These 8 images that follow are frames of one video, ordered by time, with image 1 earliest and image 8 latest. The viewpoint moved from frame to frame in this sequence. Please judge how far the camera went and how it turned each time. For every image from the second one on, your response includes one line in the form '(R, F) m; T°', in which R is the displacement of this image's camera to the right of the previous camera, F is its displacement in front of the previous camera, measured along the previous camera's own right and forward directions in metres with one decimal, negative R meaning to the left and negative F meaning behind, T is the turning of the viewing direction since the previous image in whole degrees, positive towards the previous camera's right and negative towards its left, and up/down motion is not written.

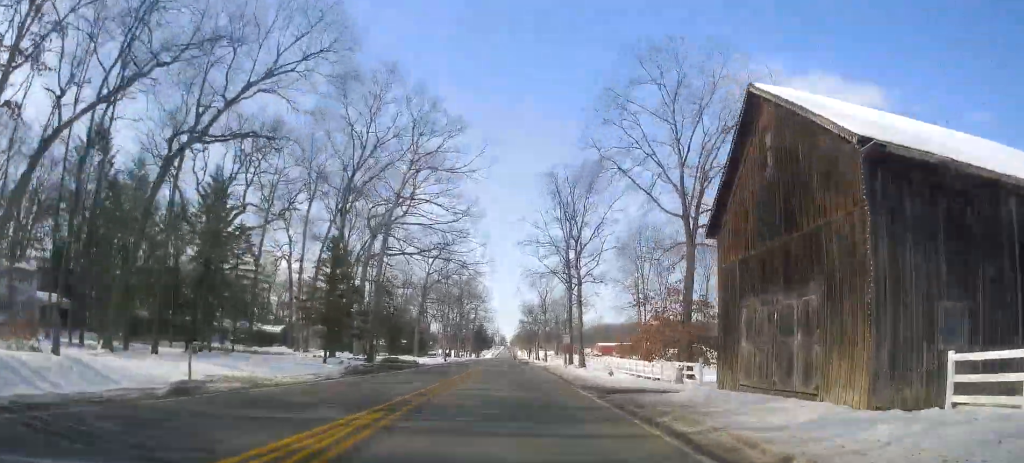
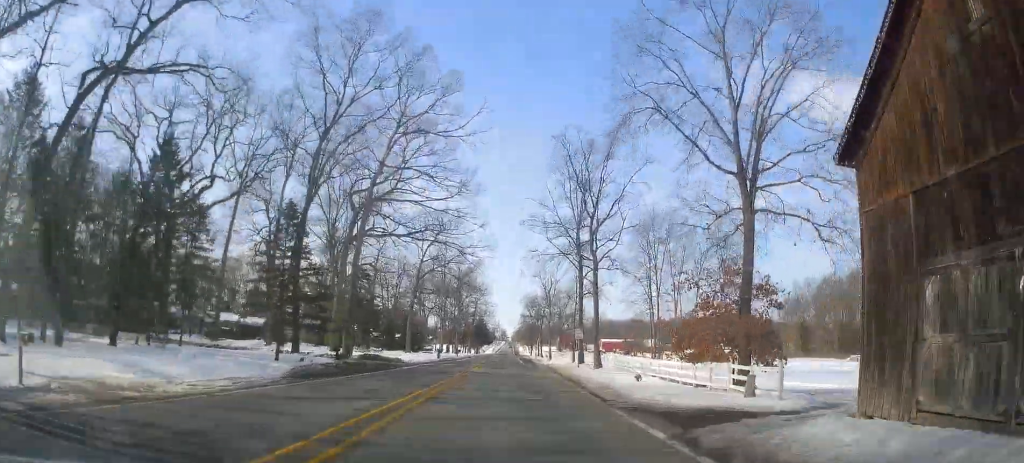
(+0.1, +8.7) m; +1°
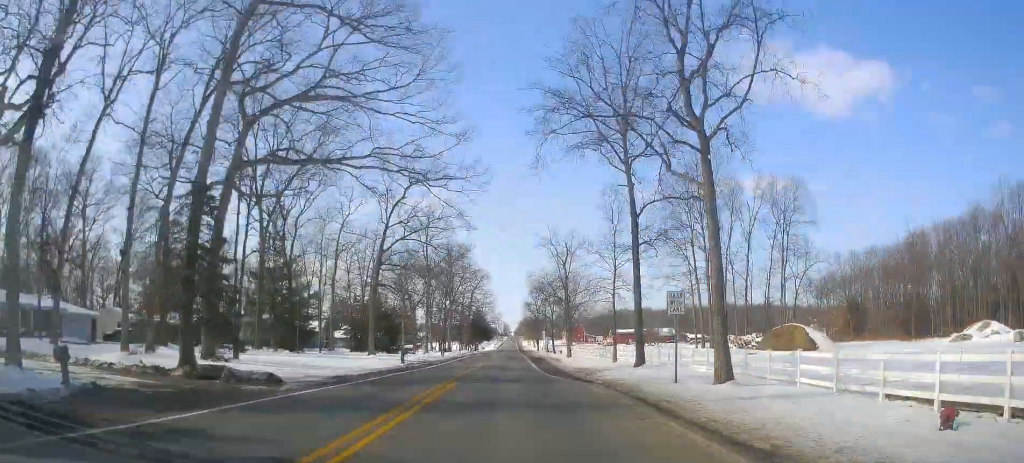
(+0.5, +25.6) m; +1°
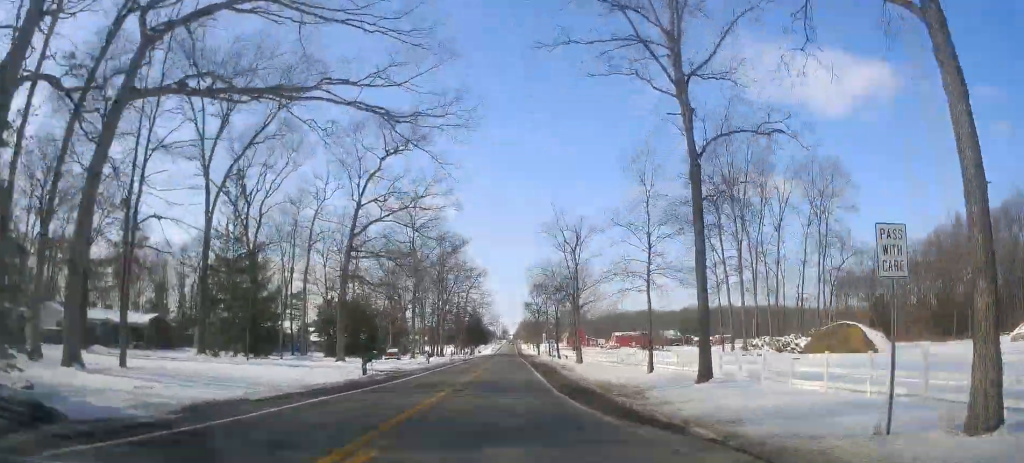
(0.0, +11.6) m; 0°
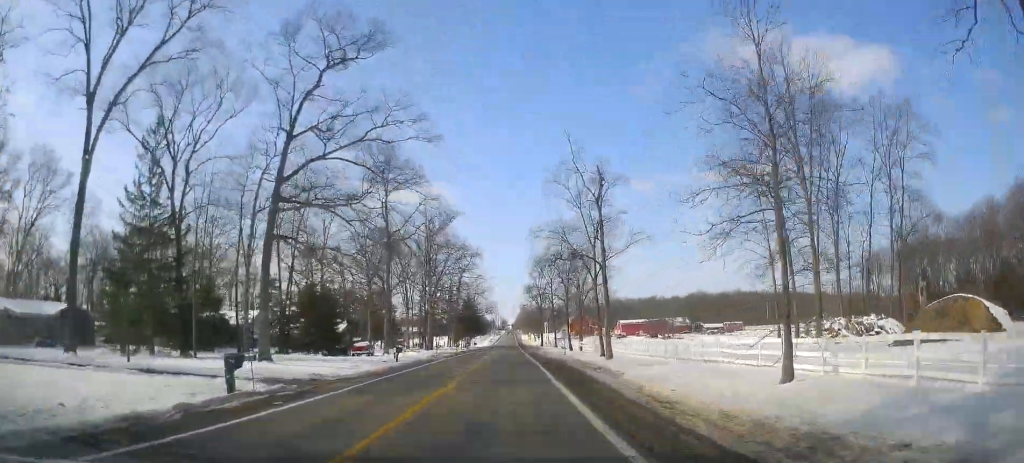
(0.0, +16.8) m; -1°
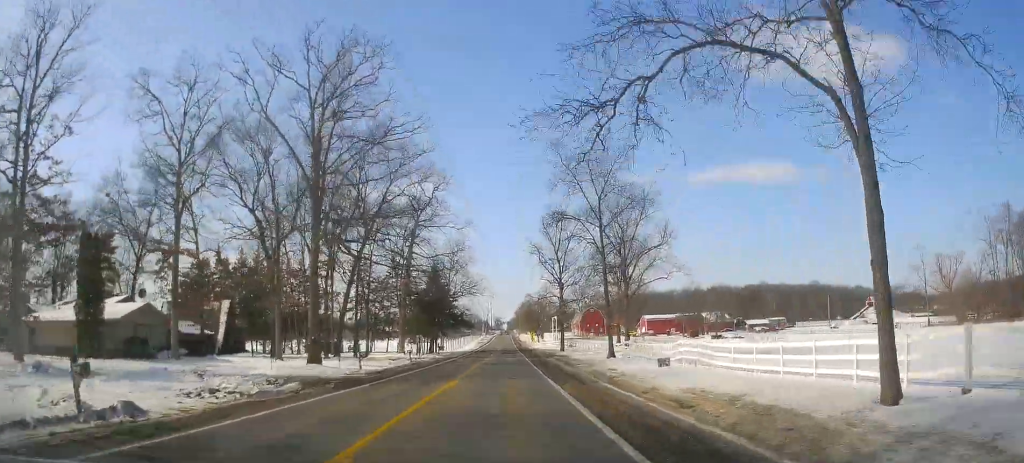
(0.0, +57.7) m; +1°
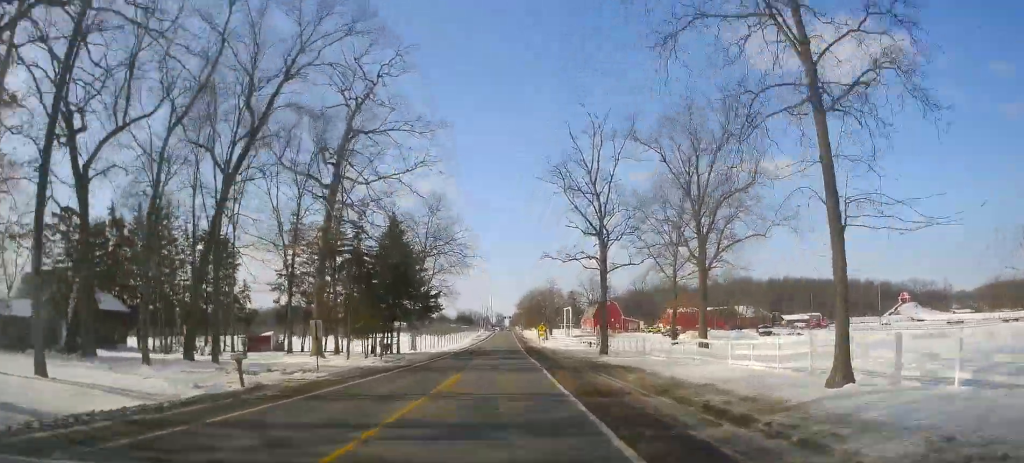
(0.0, +31.1) m; -1°
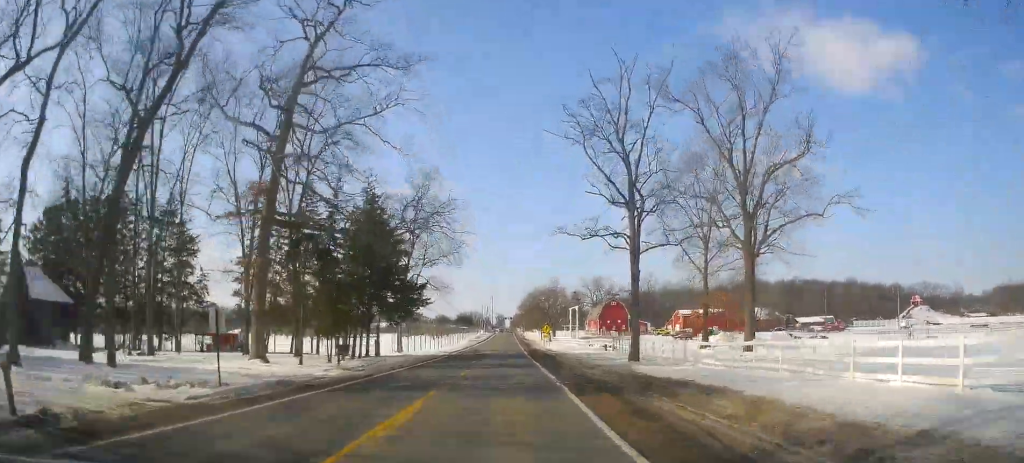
(0.0, +9.7) m; 0°
